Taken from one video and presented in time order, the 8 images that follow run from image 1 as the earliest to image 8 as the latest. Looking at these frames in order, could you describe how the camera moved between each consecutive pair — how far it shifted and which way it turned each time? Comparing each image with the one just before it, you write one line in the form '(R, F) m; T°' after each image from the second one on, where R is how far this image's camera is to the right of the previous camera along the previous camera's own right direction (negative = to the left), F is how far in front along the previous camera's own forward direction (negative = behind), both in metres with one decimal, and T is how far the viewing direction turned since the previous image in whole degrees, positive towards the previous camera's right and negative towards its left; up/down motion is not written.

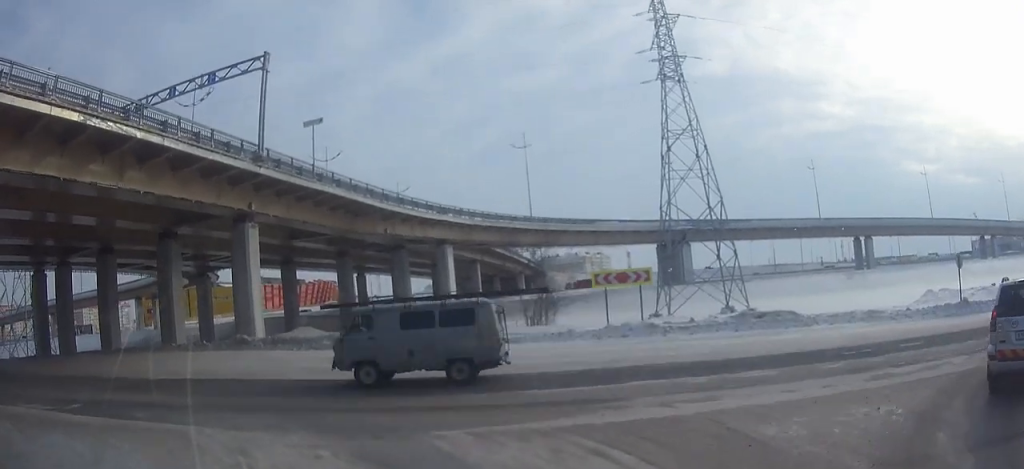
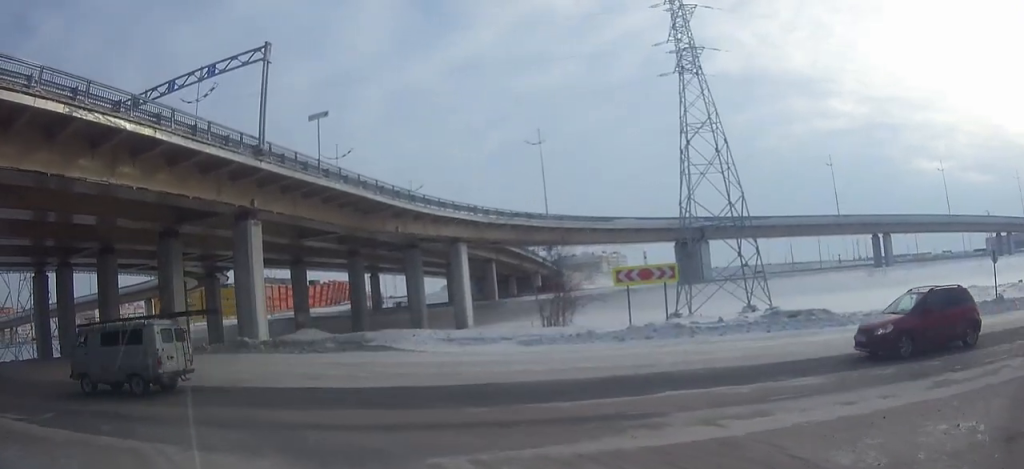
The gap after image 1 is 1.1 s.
(0.0, +2.1) m; -1°
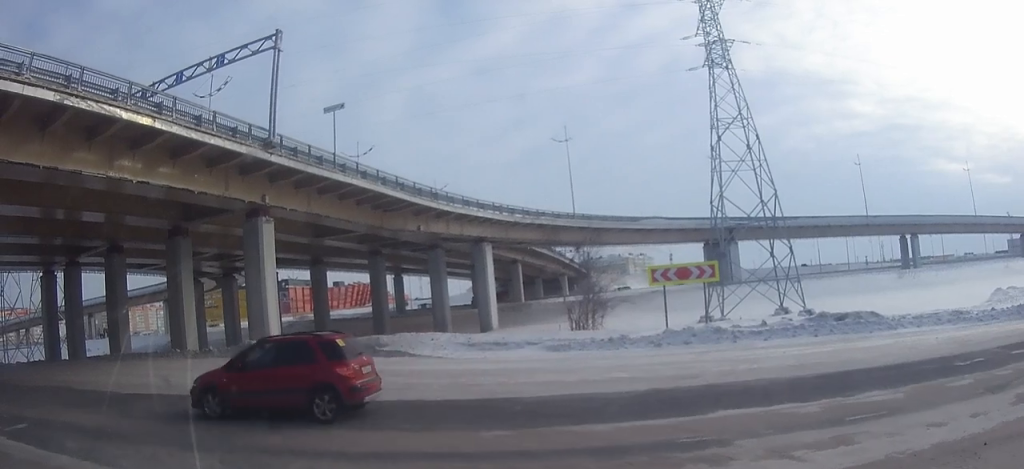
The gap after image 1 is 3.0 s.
(0.0, +2.0) m; 0°
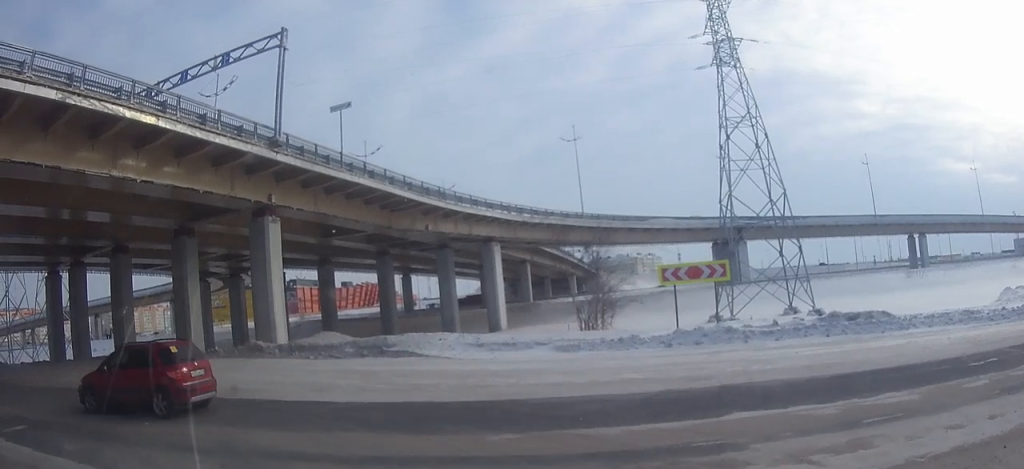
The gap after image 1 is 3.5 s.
(0.0, +0.3) m; 0°
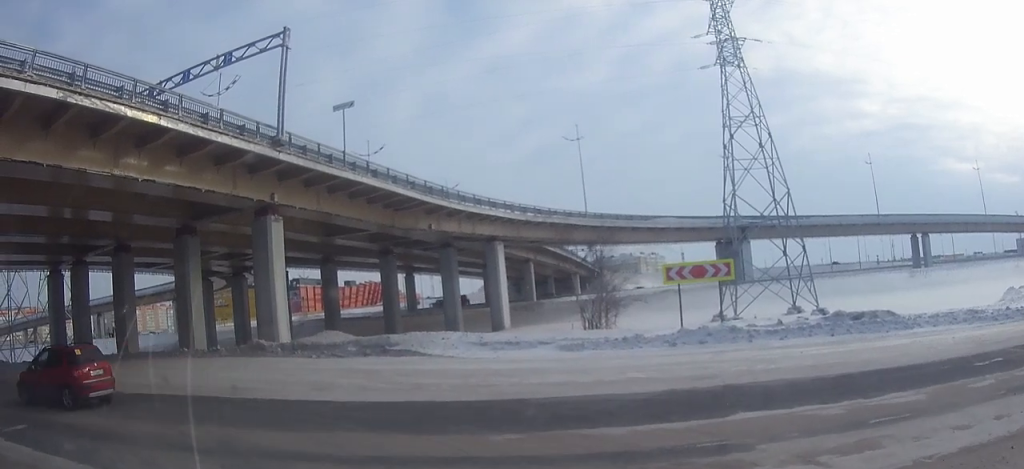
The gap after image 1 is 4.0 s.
(0.0, +0.3) m; 0°
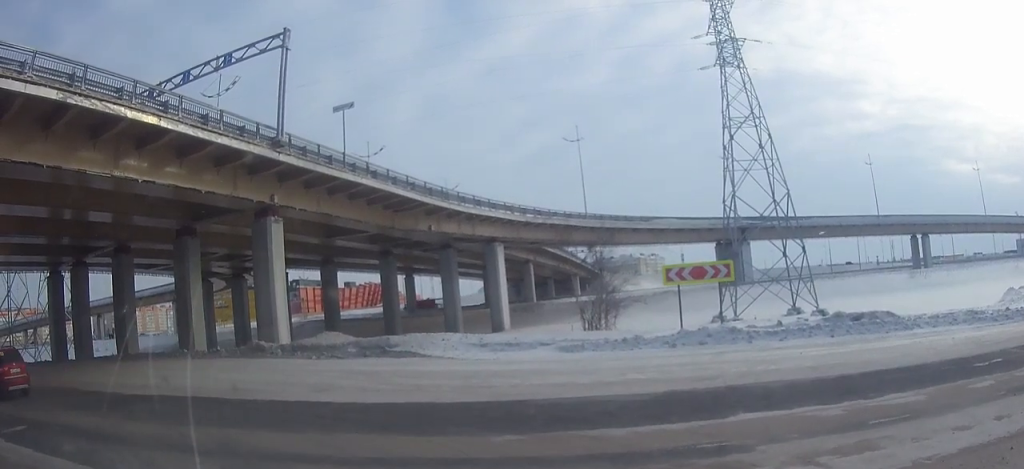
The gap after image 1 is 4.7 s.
(0.0, +0.2) m; 0°
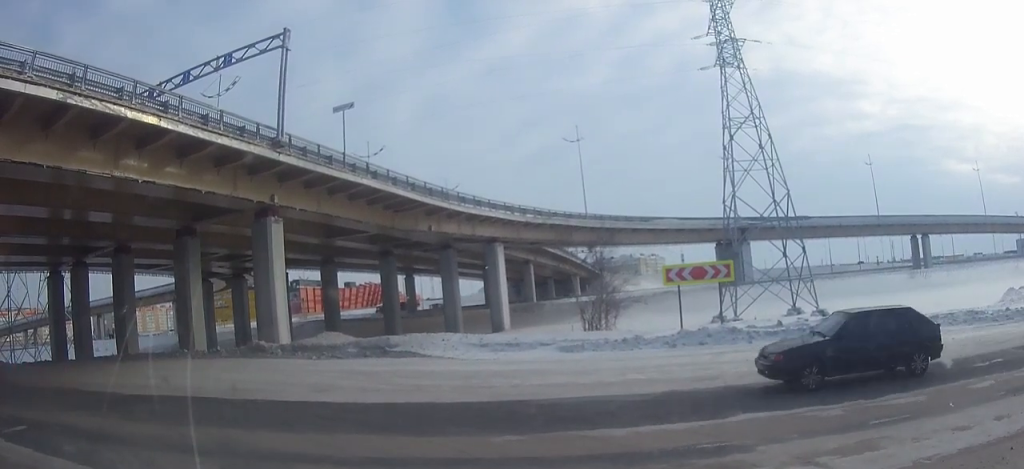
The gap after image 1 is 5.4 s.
(0.0, +0.1) m; 0°
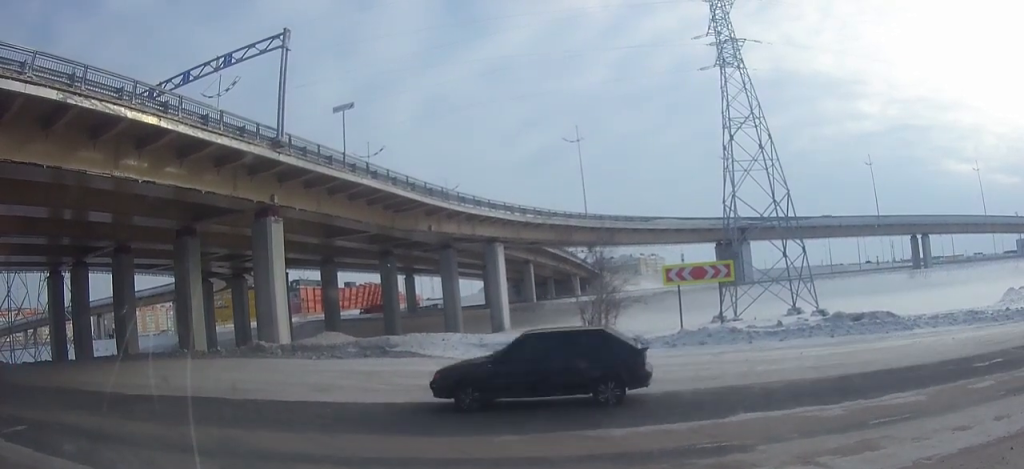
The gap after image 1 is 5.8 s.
(0.0, 0.0) m; 0°
